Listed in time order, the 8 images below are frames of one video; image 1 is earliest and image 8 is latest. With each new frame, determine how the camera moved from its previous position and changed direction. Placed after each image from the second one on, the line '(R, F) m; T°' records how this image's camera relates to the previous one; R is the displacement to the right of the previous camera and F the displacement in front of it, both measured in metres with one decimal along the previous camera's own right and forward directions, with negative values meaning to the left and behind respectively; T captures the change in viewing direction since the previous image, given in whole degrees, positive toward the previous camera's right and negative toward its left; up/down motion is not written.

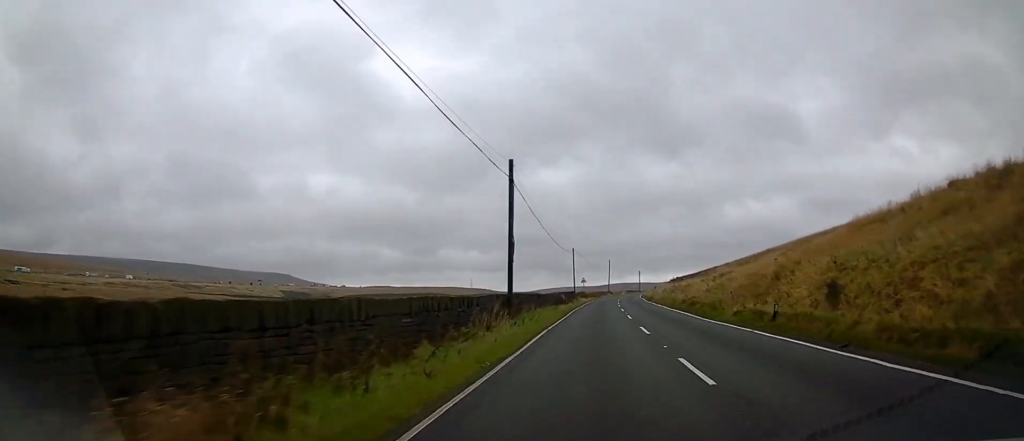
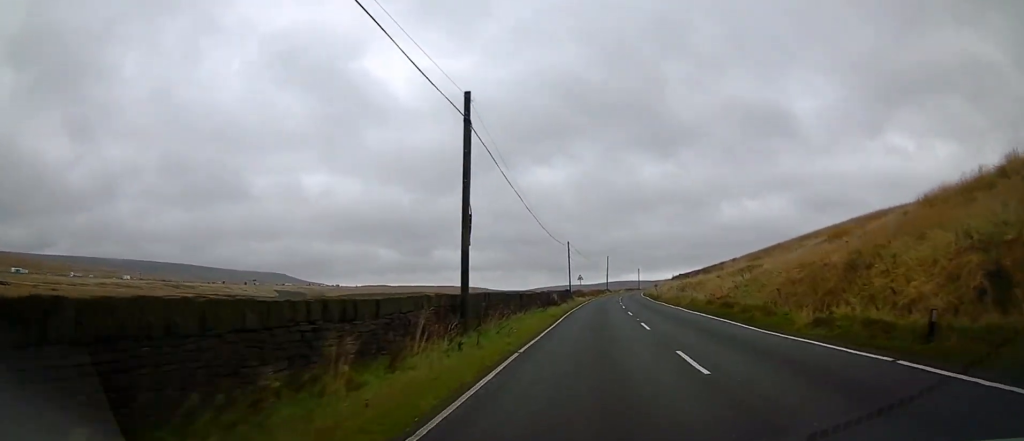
(+0.1, +7.9) m; 0°
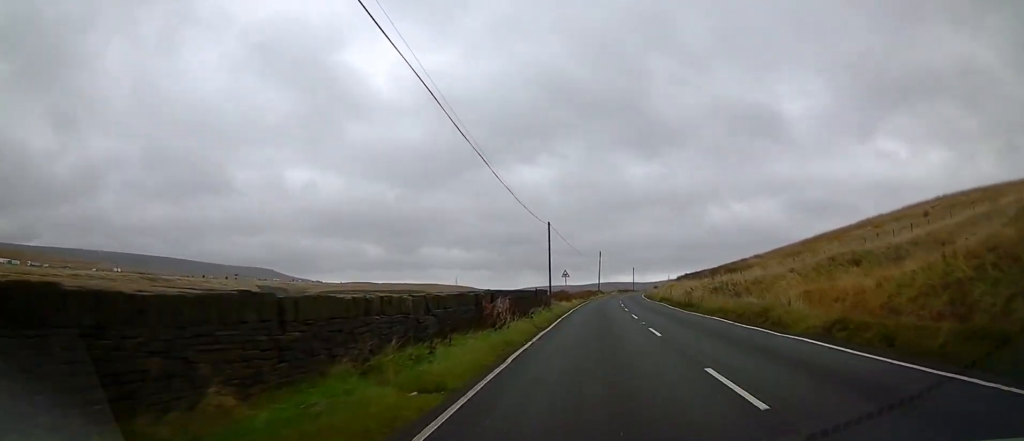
(+0.2, +19.8) m; +1°
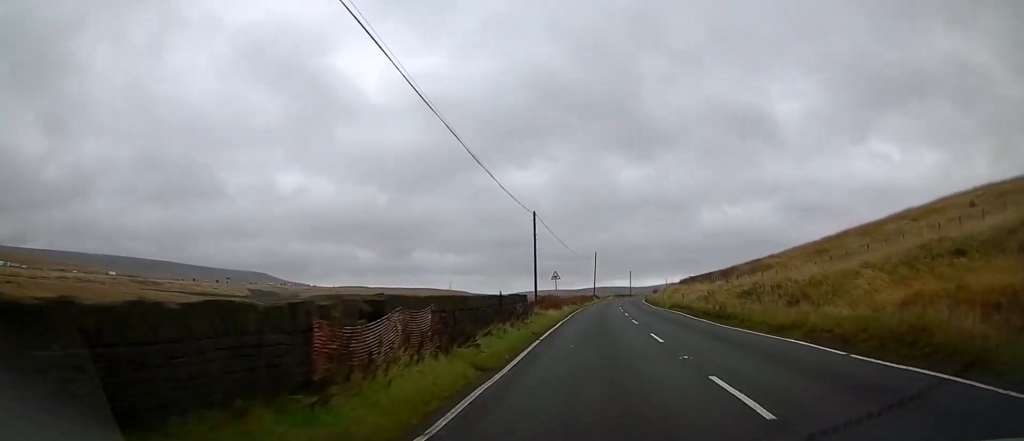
(0.0, +8.9) m; 0°
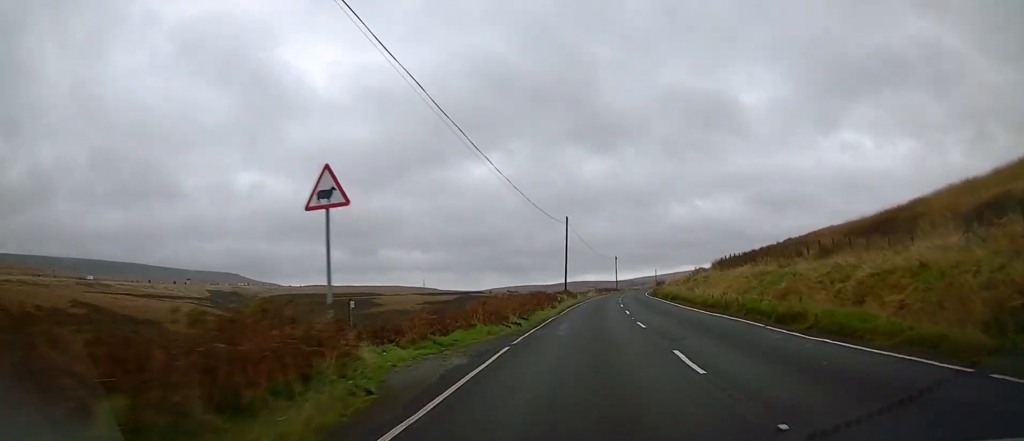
(+0.9, +40.4) m; +2°
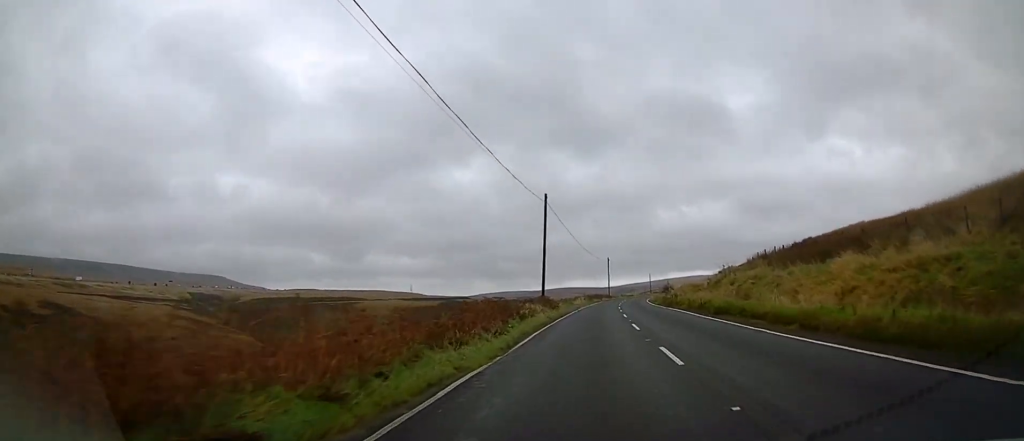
(0.0, +16.2) m; +1°
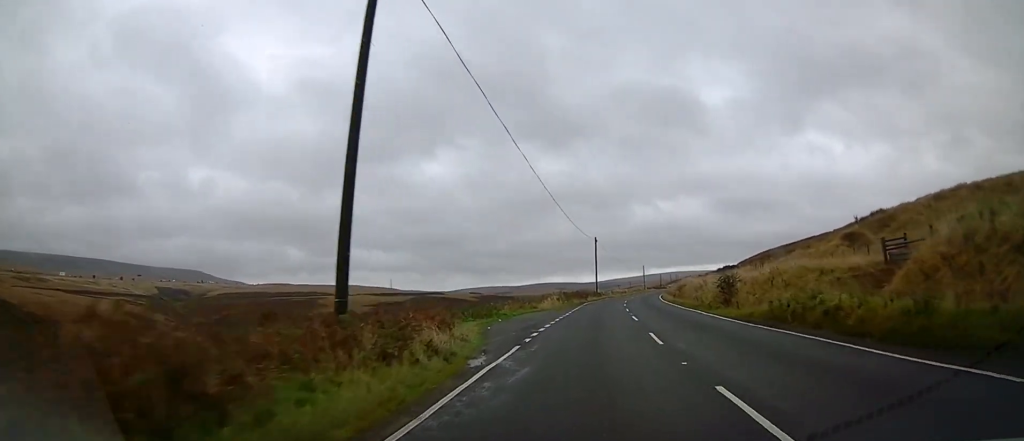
(+1.0, +31.3) m; +3°
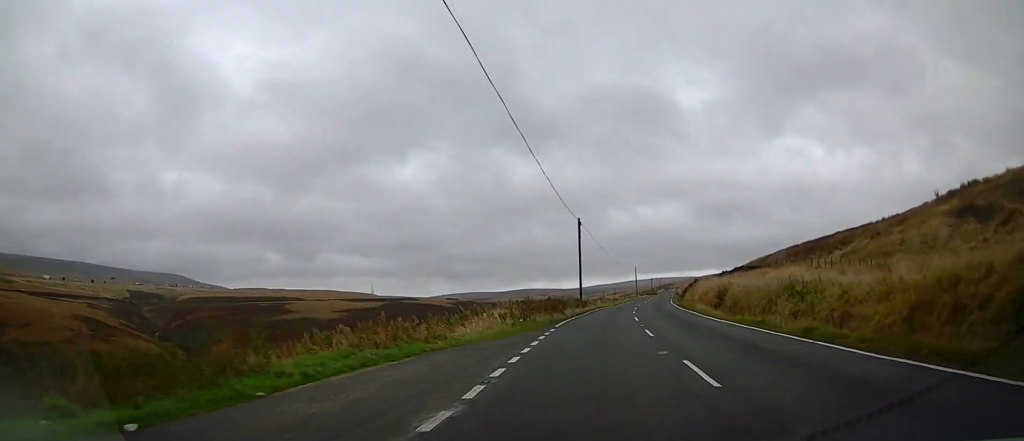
(+0.3, +23.0) m; +1°
